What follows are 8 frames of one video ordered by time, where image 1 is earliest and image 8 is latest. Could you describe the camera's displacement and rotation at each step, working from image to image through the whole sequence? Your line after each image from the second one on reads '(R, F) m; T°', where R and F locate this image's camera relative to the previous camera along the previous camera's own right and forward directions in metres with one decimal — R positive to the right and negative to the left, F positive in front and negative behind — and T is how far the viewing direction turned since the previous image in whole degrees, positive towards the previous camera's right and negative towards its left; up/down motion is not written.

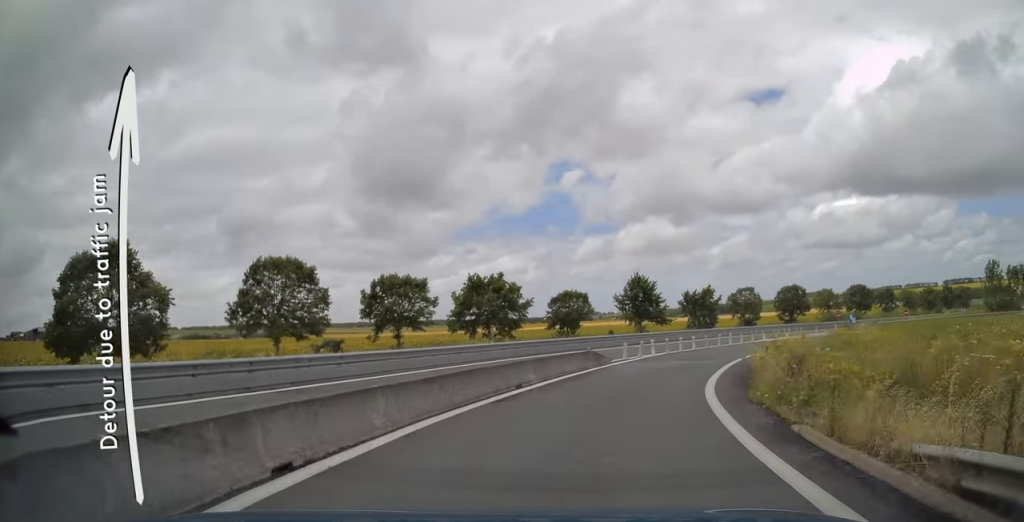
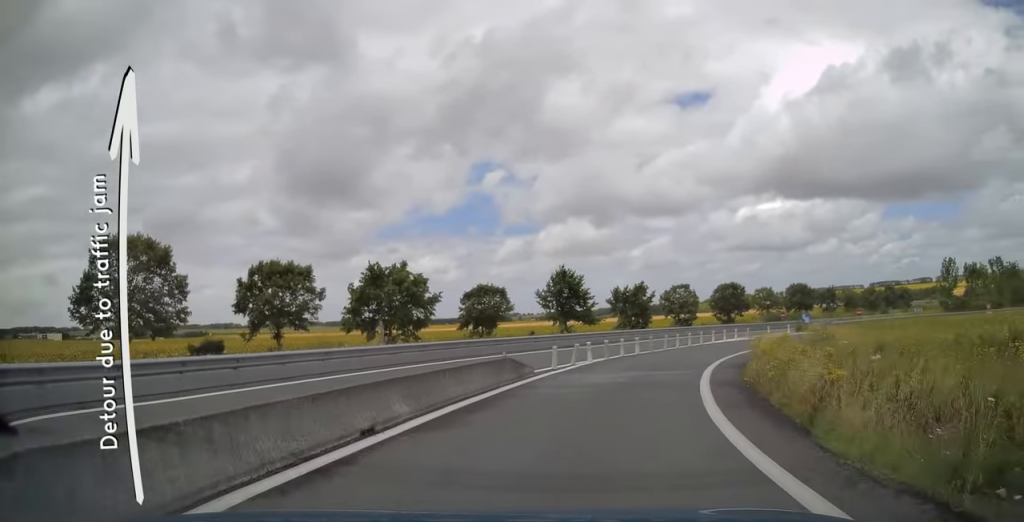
(+0.2, +7.1) m; +8°
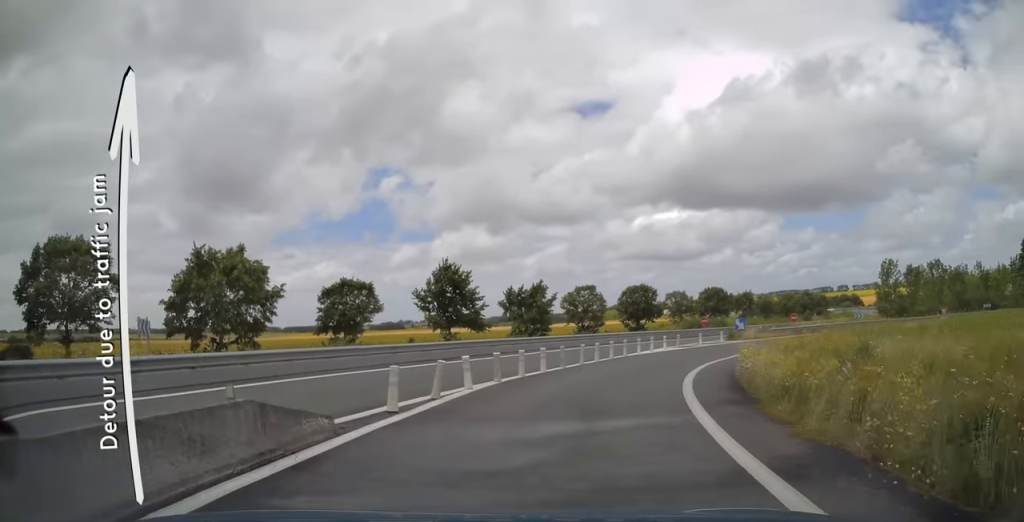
(+1.2, +9.6) m; +10°
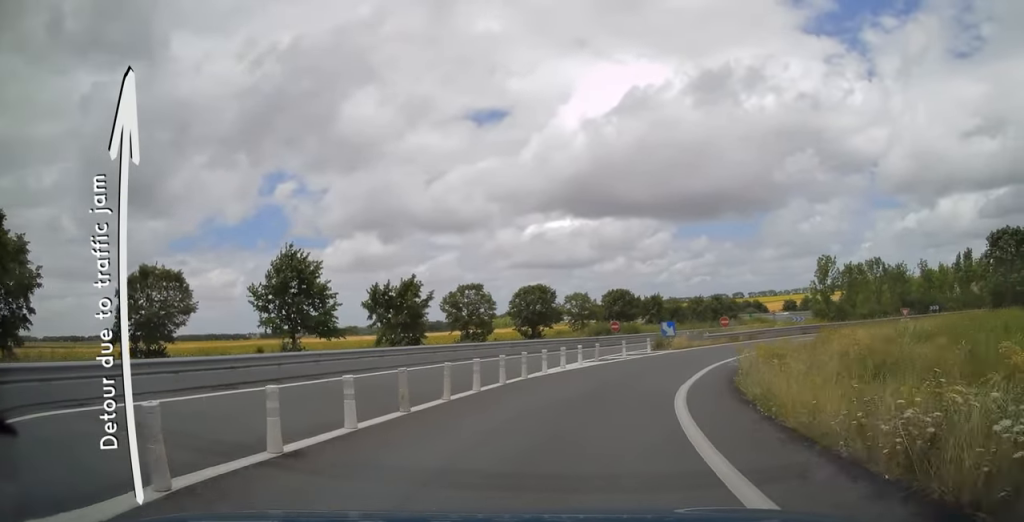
(+1.1, +10.7) m; +11°
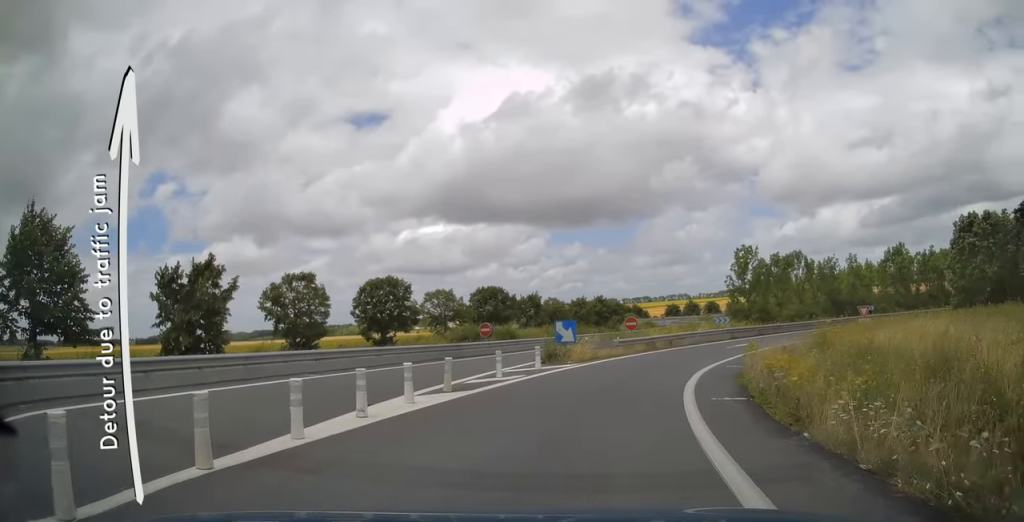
(+1.2, +12.4) m; +11°
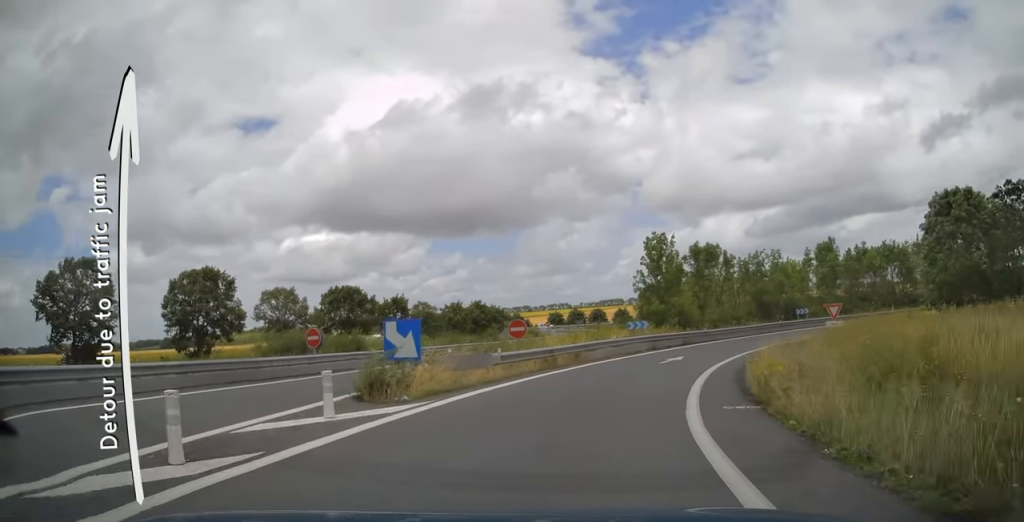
(+0.8, +11.2) m; +11°
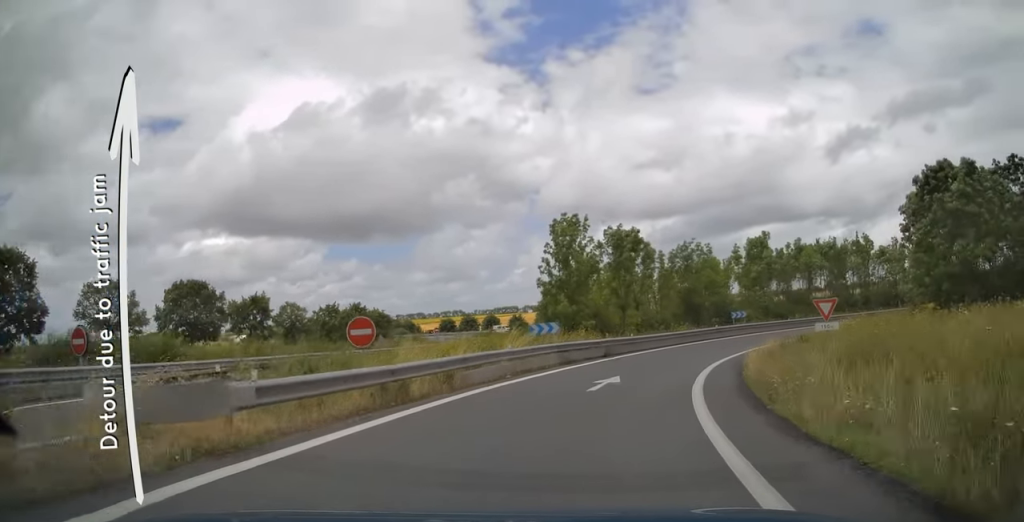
(+1.0, +9.6) m; +10°
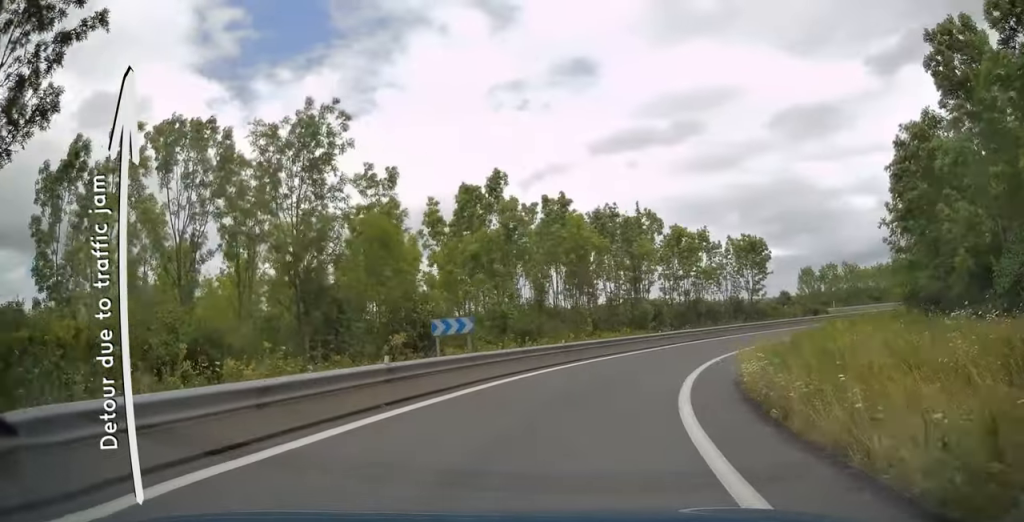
(+7.3, +28.7) m; +30°
